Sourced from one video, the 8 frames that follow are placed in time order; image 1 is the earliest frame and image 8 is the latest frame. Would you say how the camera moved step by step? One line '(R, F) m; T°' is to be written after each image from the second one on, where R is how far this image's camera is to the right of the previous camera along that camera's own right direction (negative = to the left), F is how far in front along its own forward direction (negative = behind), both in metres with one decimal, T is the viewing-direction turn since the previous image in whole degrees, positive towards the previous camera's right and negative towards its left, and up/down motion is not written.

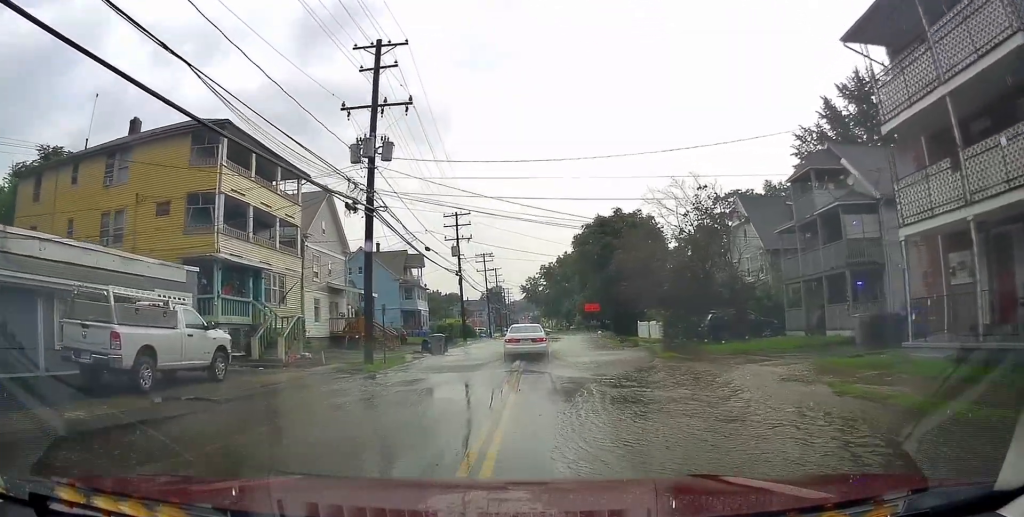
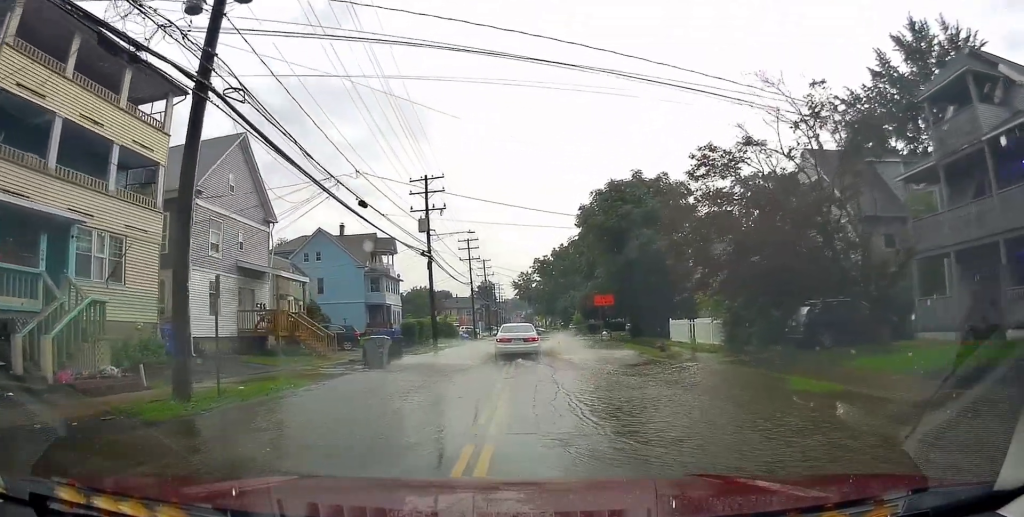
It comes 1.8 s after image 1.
(+0.1, +12.0) m; -1°
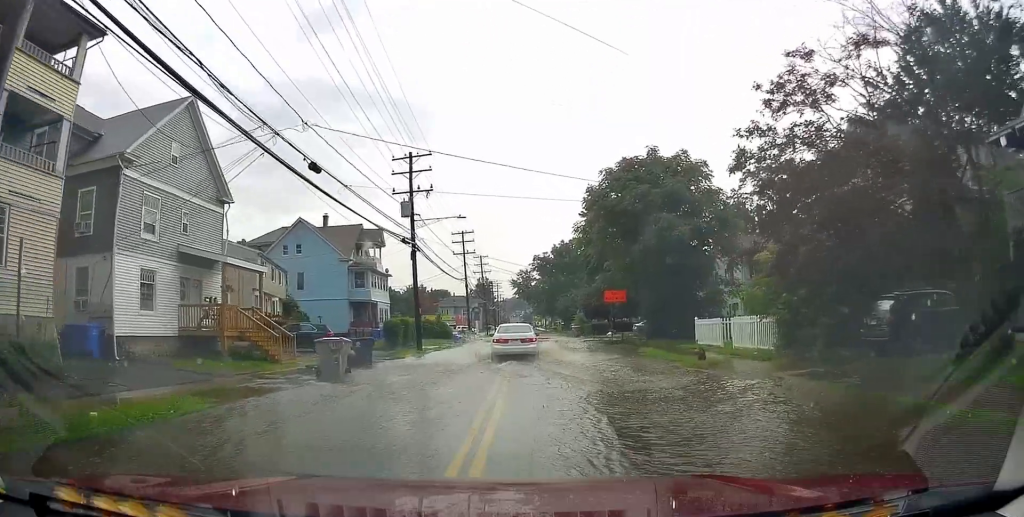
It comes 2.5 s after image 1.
(0.0, +5.1) m; 0°
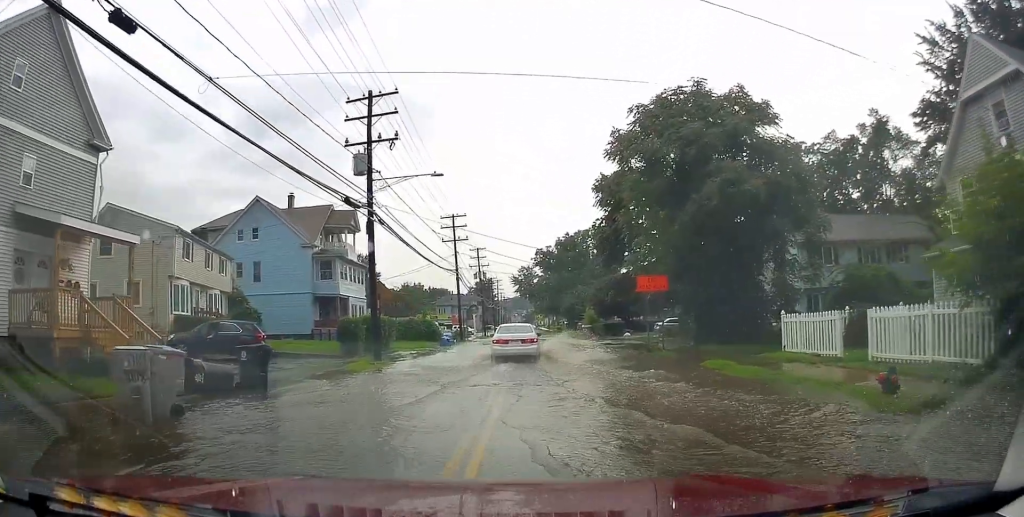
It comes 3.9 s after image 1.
(+0.1, +10.0) m; +1°
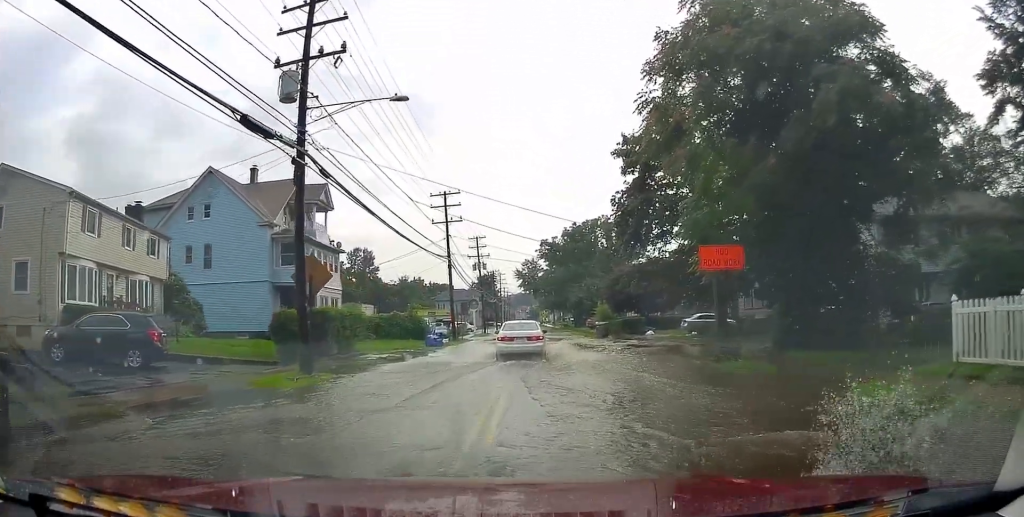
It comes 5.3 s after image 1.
(0.0, +8.9) m; 0°
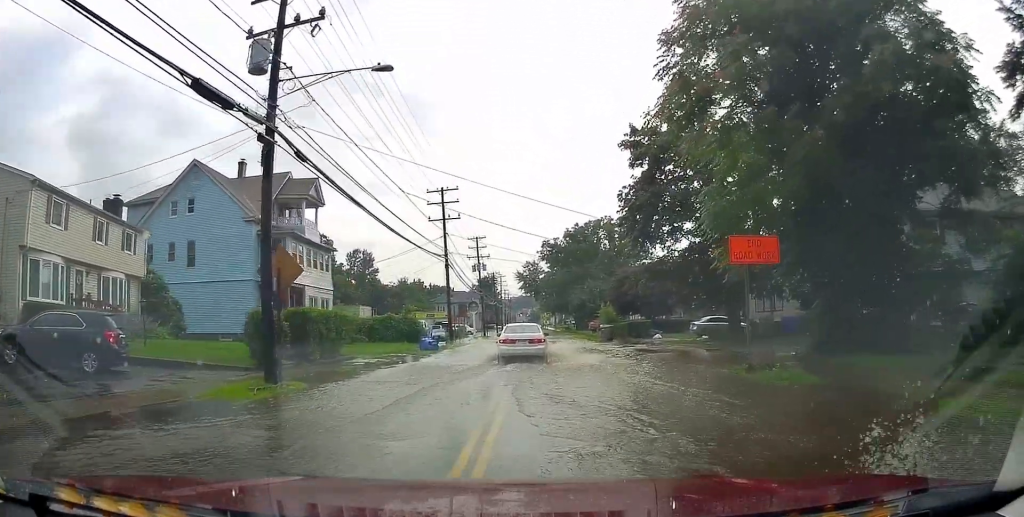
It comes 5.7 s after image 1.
(0.0, +2.5) m; 0°
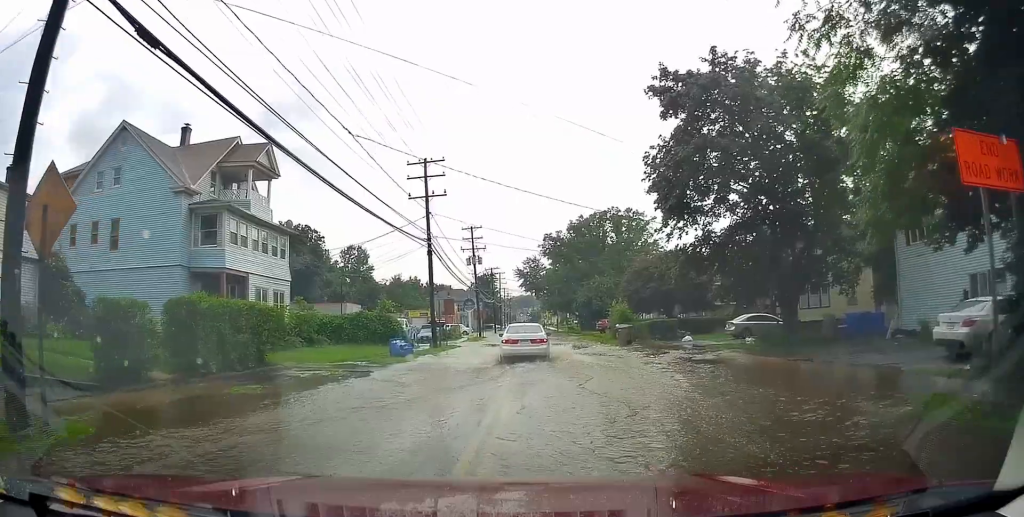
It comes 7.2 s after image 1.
(-0.2, +8.5) m; -5°
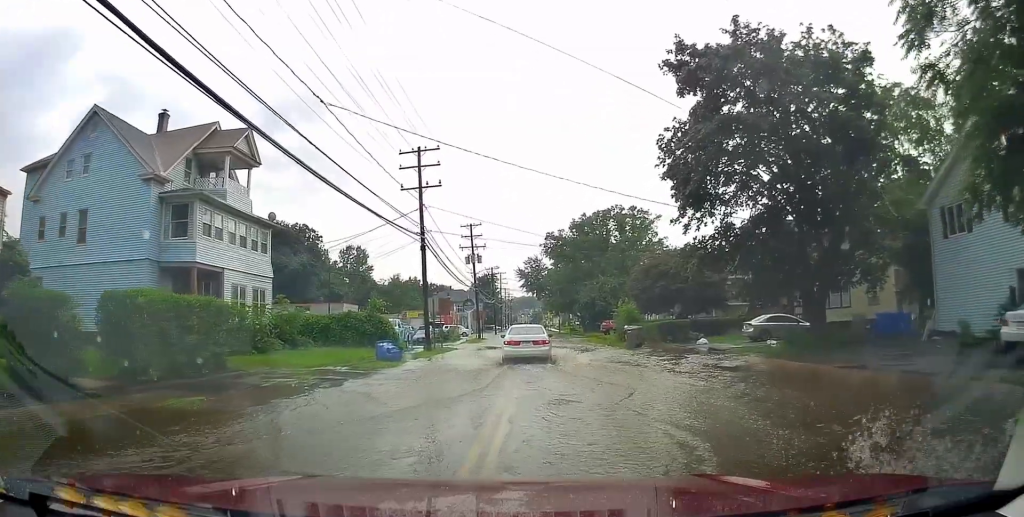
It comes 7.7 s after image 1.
(-0.2, +2.8) m; -2°
